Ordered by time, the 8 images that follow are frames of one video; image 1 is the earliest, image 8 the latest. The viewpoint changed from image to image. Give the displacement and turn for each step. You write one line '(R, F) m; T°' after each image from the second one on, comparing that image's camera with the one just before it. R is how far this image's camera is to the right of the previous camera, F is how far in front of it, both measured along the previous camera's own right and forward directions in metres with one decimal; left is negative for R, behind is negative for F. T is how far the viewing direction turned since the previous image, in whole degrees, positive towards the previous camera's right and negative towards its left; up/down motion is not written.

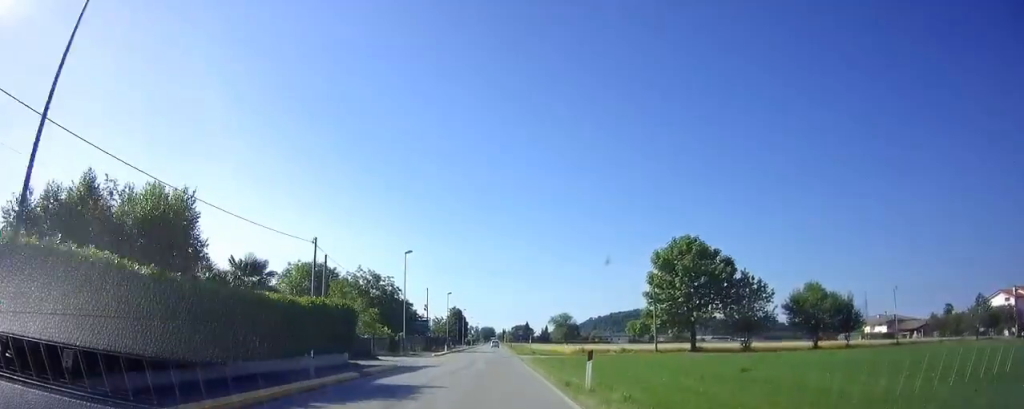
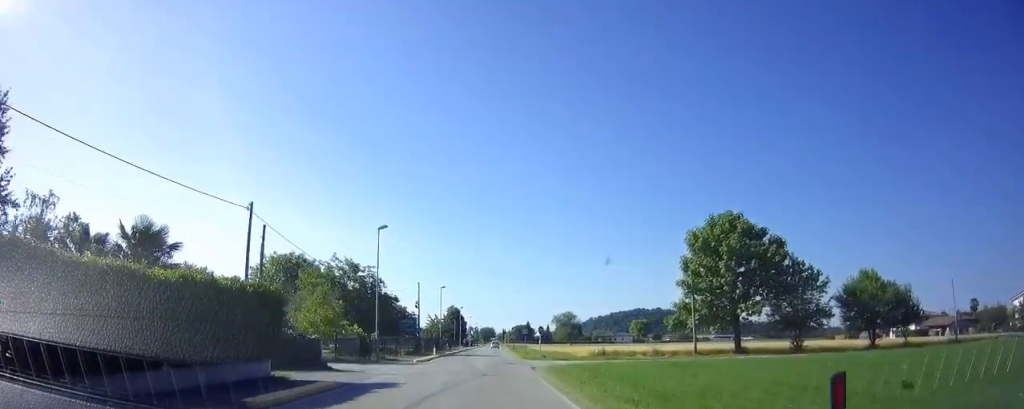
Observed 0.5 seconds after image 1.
(0.0, +9.6) m; 0°
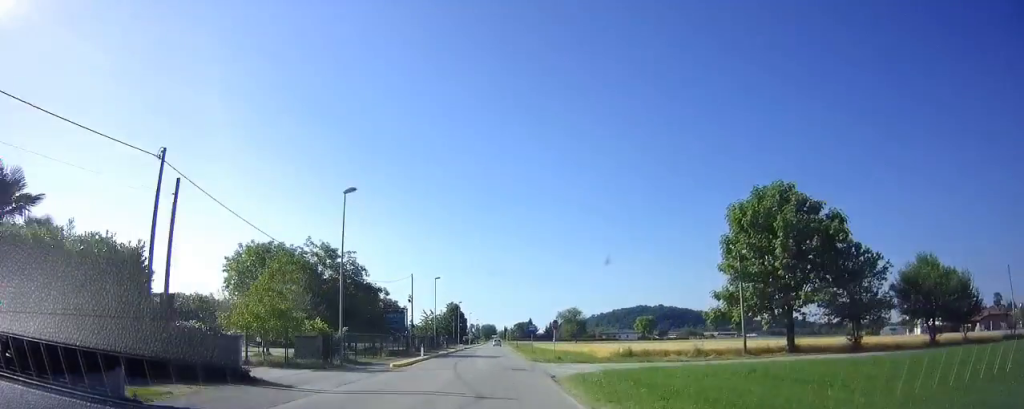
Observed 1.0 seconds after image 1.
(0.0, +7.8) m; 0°
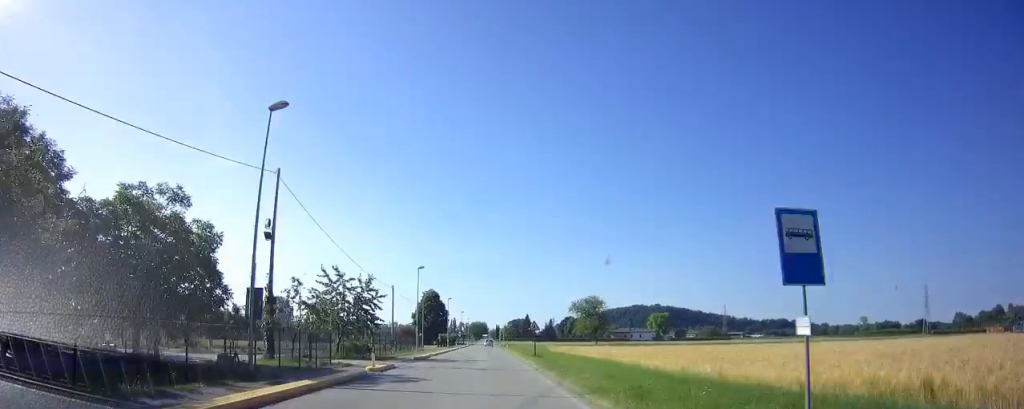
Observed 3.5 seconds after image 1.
(+0.4, +45.7) m; +1°
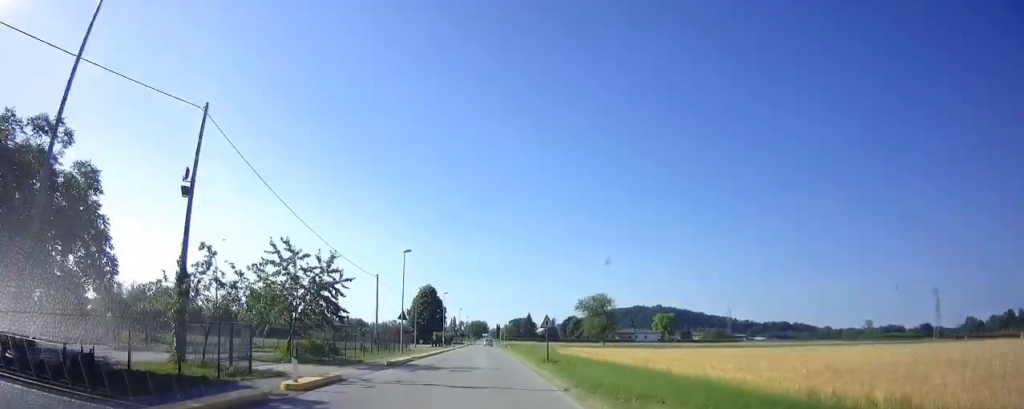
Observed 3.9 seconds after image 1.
(0.0, +7.8) m; 0°
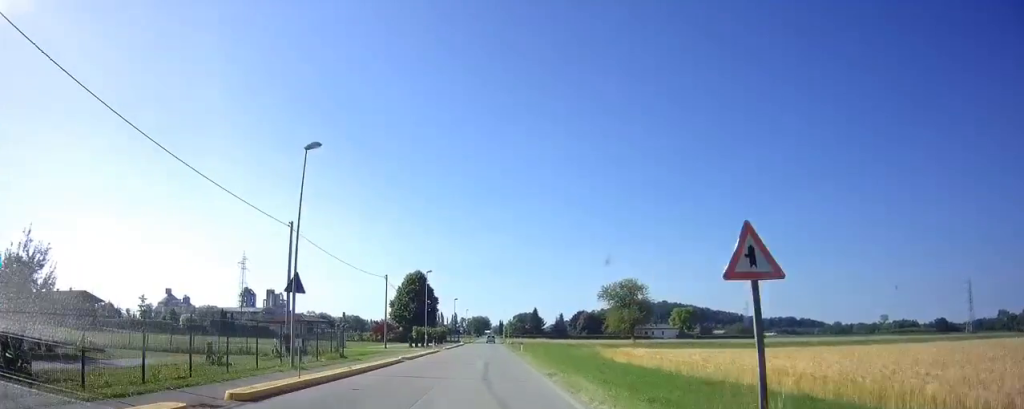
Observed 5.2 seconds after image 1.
(0.0, +23.5) m; 0°
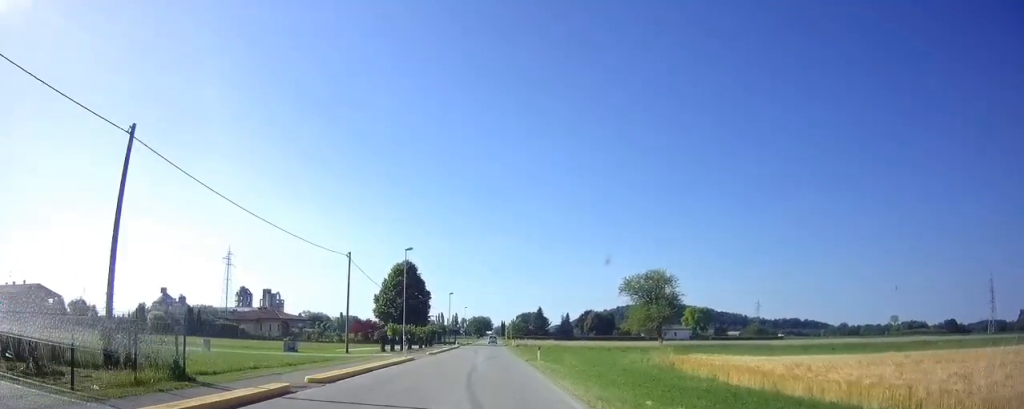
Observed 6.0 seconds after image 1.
(0.0, +14.6) m; 0°
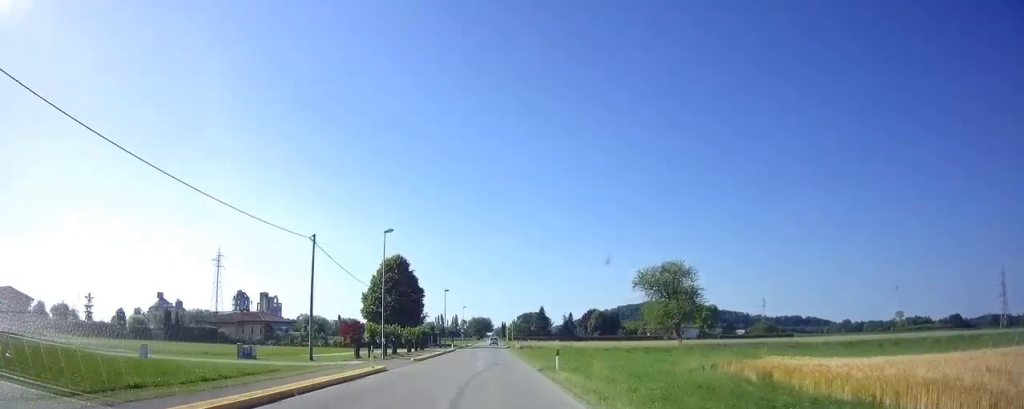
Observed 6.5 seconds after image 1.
(0.0, +7.9) m; 0°
